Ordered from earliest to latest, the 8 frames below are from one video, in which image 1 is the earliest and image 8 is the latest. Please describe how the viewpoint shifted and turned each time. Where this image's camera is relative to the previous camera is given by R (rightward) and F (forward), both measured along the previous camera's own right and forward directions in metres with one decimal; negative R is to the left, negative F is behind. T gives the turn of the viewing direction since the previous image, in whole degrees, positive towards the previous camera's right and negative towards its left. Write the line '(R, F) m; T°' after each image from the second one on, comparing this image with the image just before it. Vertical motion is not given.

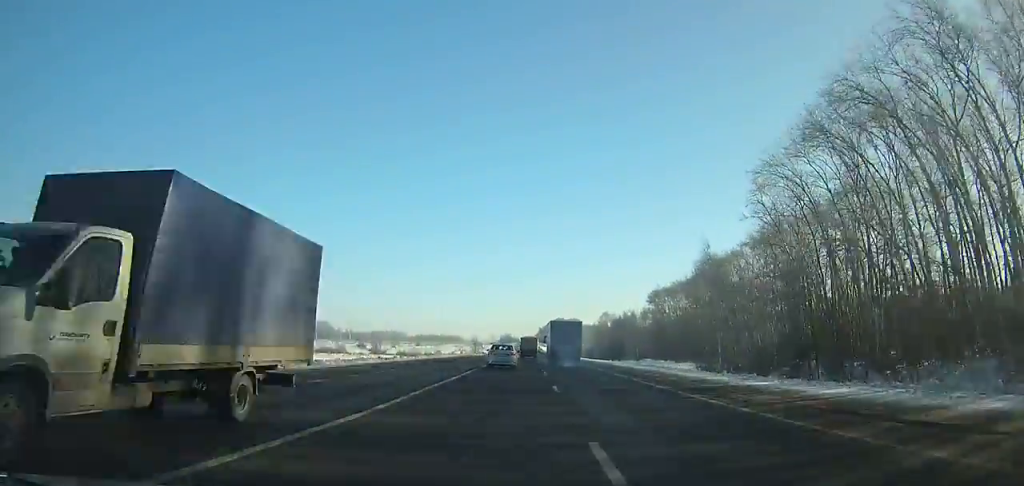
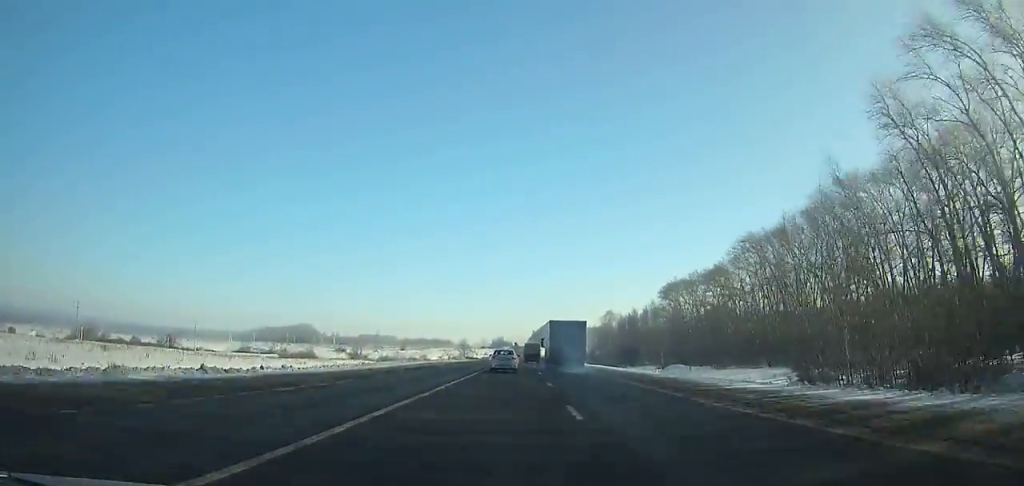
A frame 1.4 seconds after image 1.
(+0.3, +30.3) m; 0°
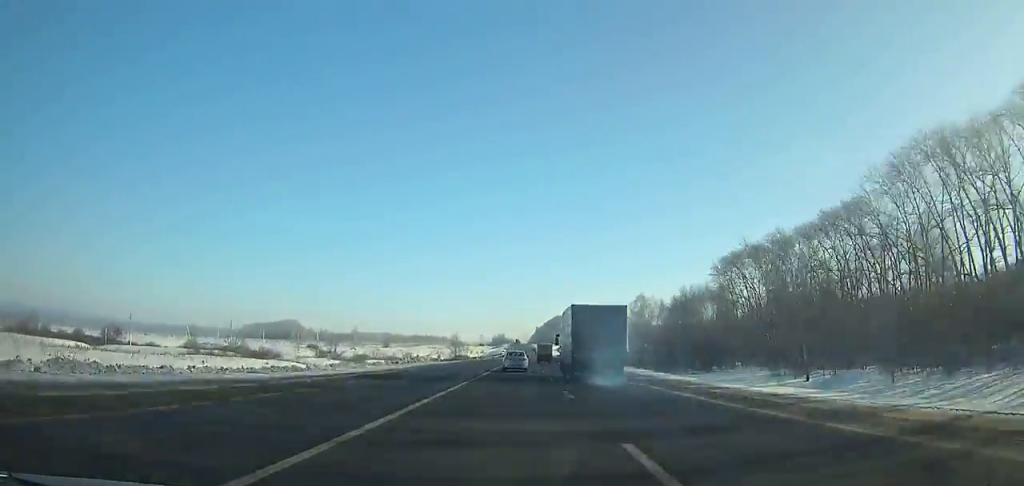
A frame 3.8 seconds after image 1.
(-0.1, +56.0) m; 0°
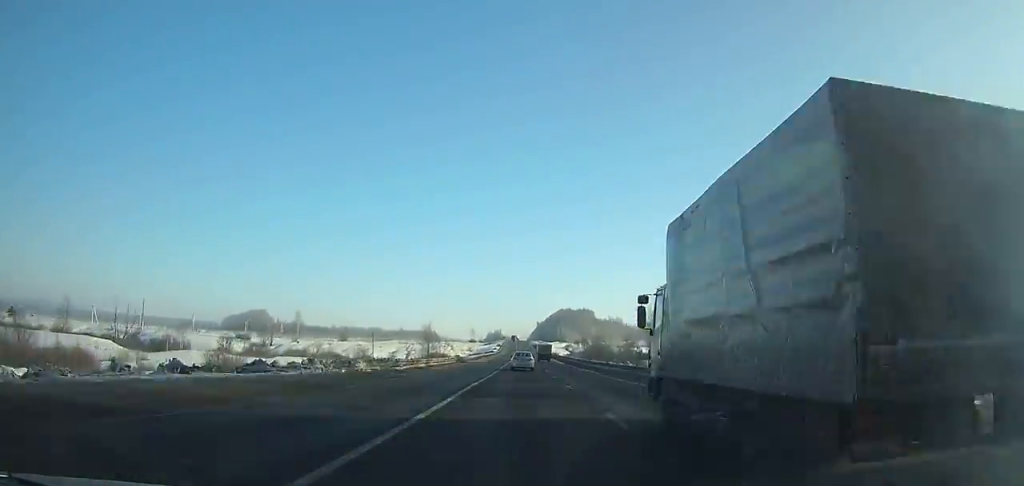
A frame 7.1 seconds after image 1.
(0.0, +80.4) m; 0°
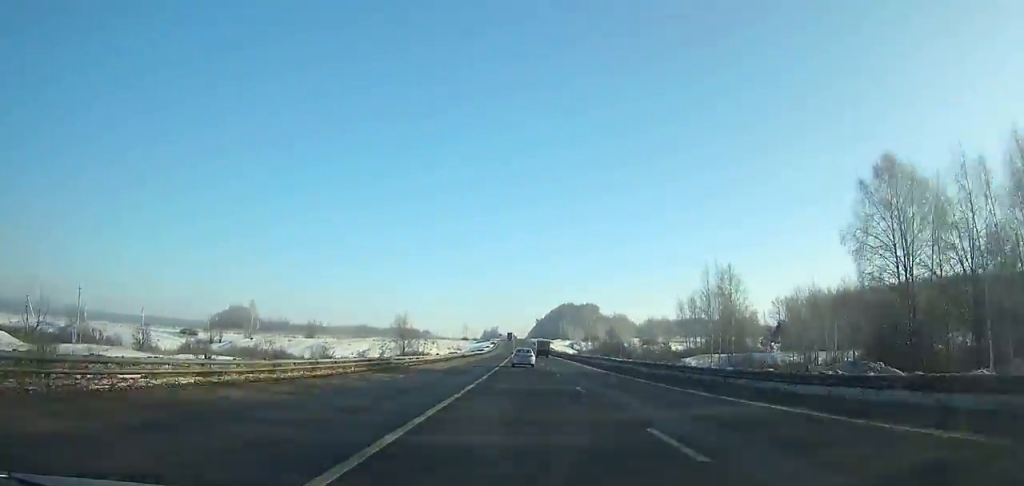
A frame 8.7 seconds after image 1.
(+0.3, +40.1) m; 0°
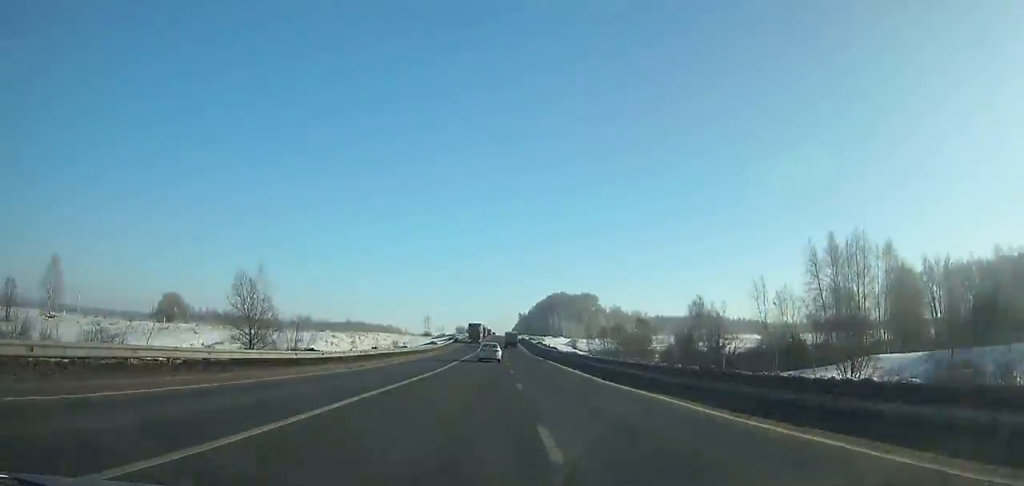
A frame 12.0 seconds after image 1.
(+0.5, +83.2) m; 0°
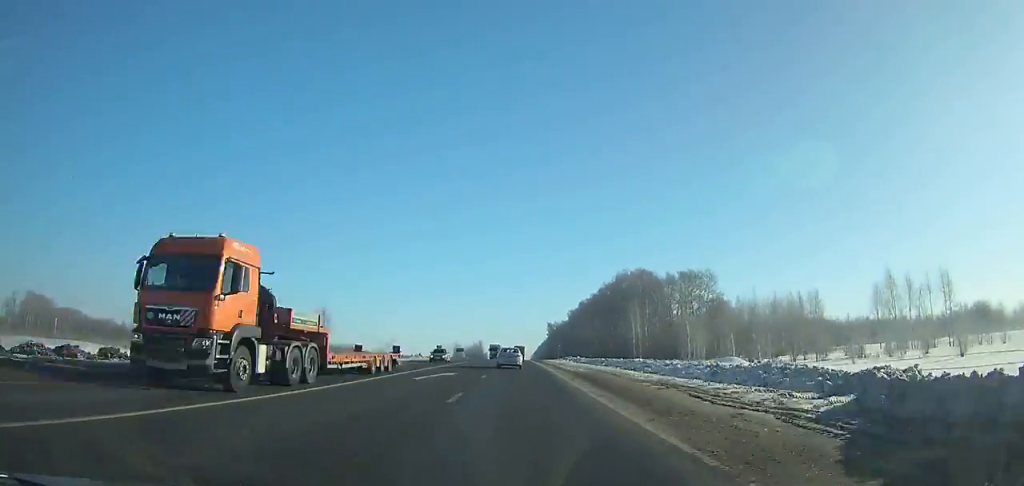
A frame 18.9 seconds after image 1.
(-1.7, +170.8) m; -1°
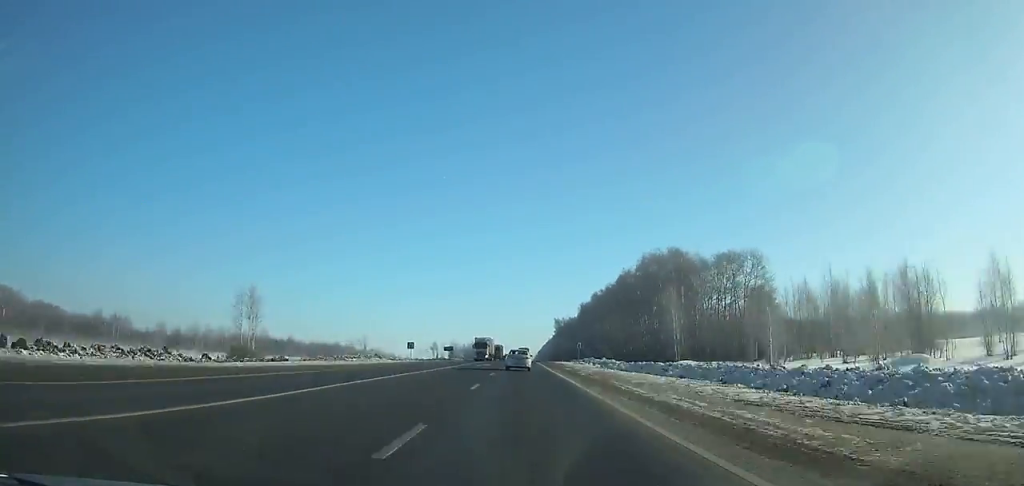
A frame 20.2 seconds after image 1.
(0.0, +31.4) m; 0°
